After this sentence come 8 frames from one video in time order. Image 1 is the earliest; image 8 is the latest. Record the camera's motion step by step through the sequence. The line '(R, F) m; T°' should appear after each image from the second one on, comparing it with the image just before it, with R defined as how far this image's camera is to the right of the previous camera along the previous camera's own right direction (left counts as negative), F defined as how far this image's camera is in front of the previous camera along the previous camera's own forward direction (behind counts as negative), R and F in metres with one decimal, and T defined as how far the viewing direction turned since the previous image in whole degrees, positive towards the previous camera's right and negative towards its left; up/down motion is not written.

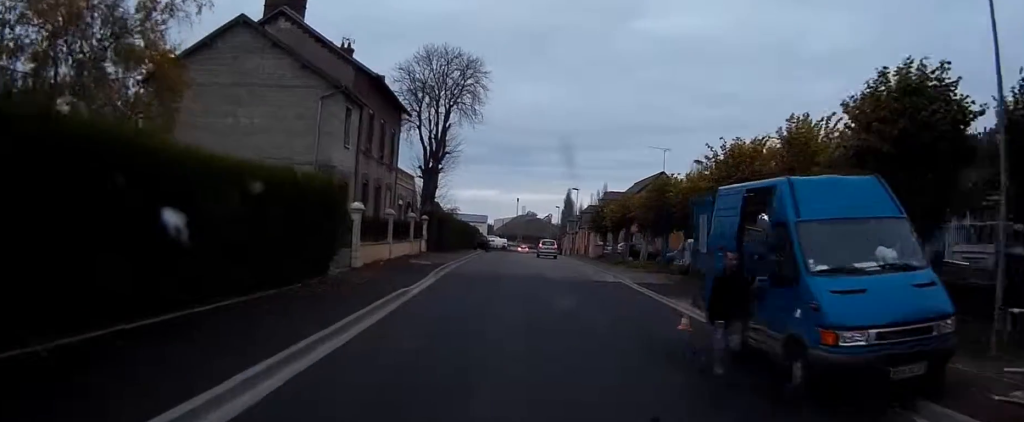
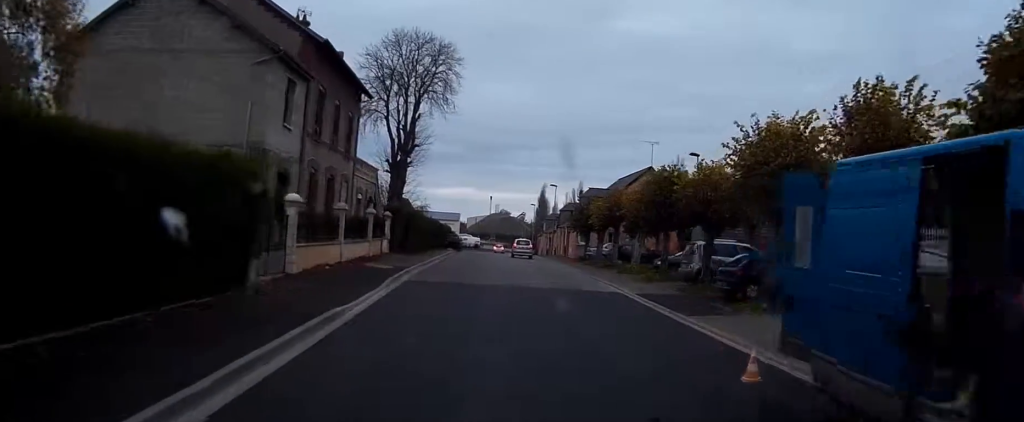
(-0.1, +5.8) m; +1°
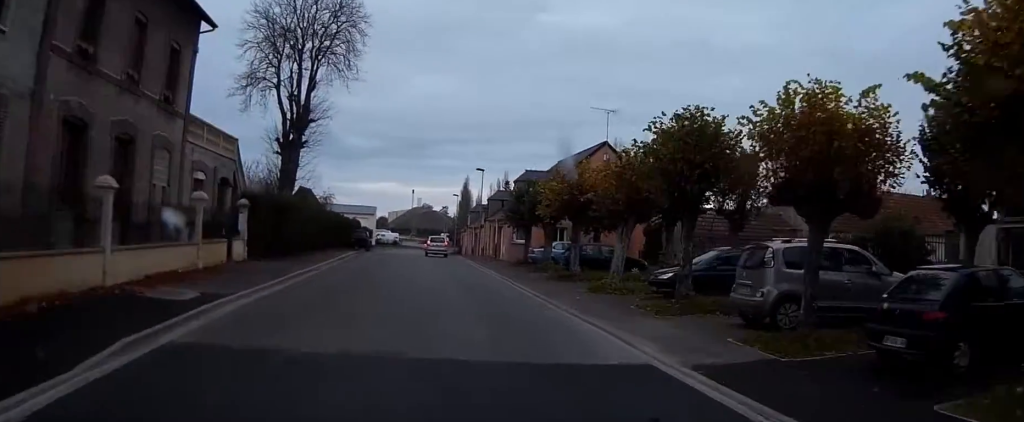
(+0.6, +14.3) m; +3°
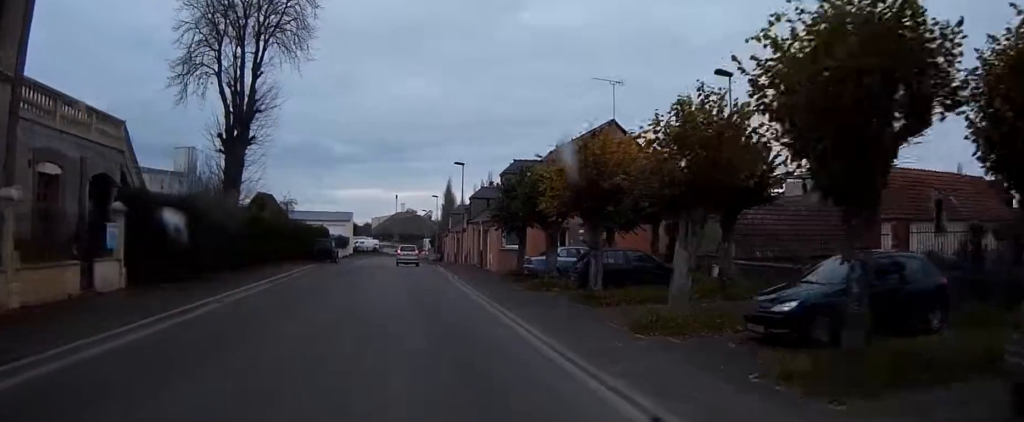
(+0.1, +9.9) m; 0°
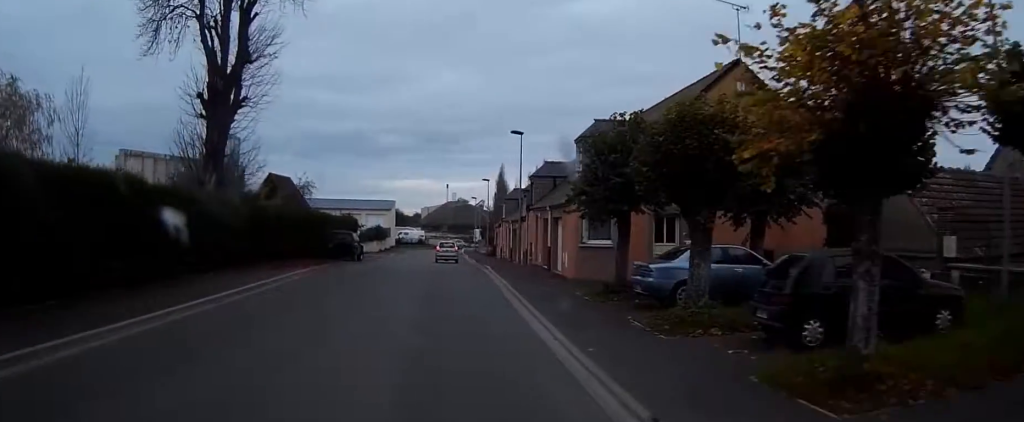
(-0.3, +12.8) m; -2°
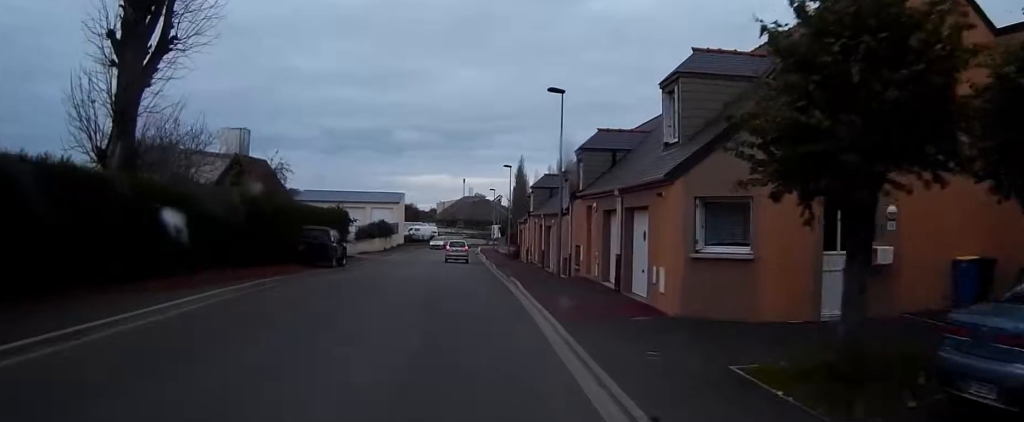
(-0.2, +12.2) m; -2°
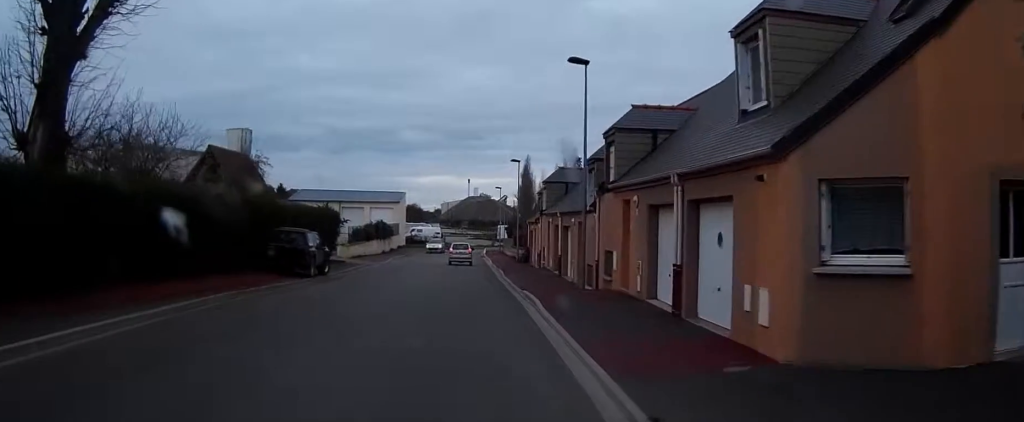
(0.0, +5.5) m; -1°
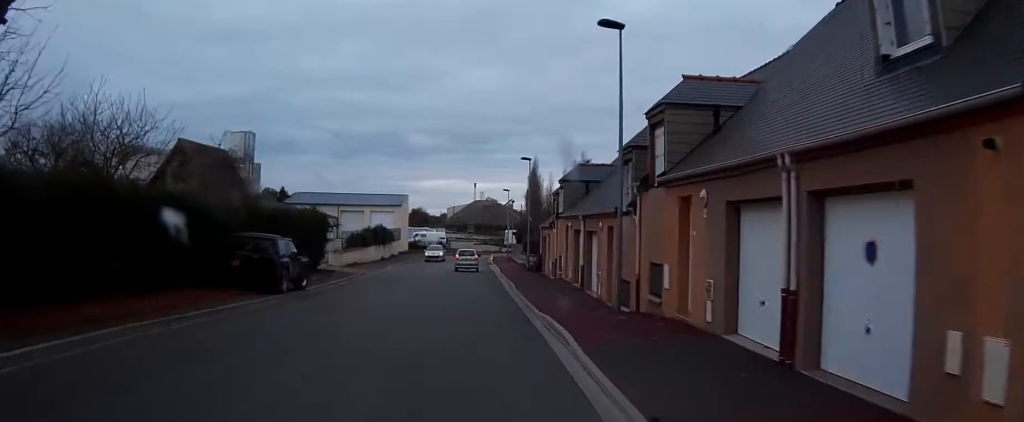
(-0.1, +5.1) m; -1°
